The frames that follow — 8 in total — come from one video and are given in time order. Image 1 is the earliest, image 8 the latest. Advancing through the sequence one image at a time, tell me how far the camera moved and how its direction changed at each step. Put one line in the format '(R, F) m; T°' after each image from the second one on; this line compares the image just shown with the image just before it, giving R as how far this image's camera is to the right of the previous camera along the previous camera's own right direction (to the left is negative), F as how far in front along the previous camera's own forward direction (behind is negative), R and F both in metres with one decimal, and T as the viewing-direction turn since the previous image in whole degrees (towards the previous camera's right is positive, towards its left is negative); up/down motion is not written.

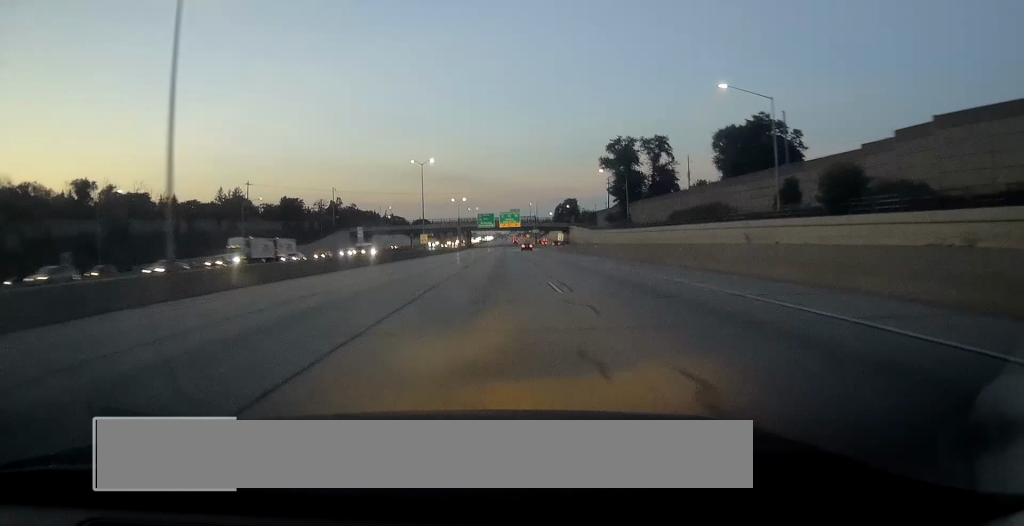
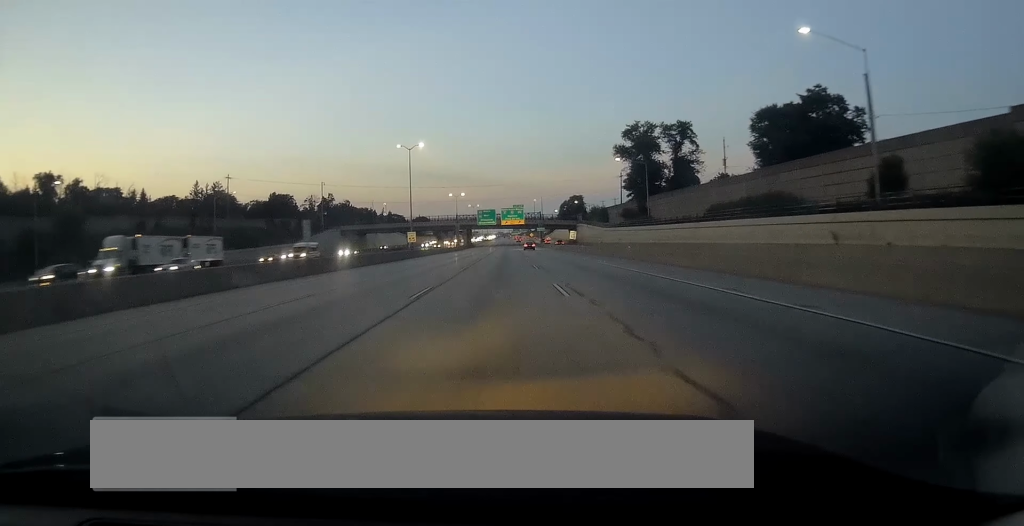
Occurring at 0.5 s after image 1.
(+0.3, +16.2) m; 0°
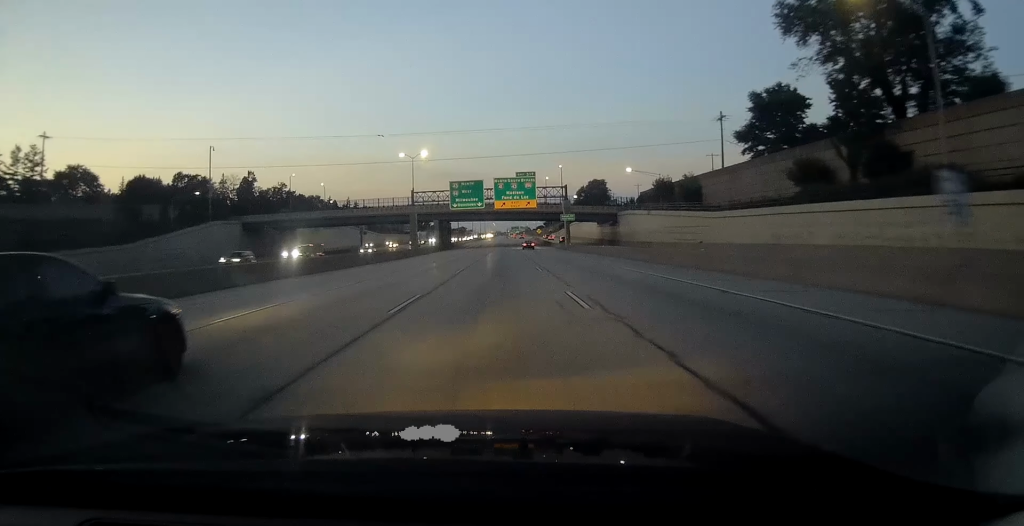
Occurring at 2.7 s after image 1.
(-1.2, +78.6) m; 0°
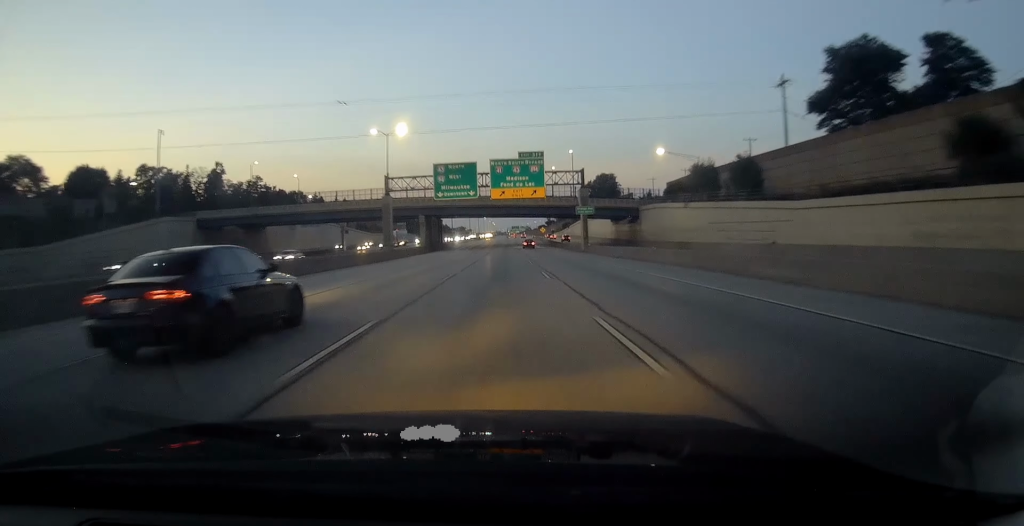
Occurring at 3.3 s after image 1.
(+0.4, +20.8) m; 0°
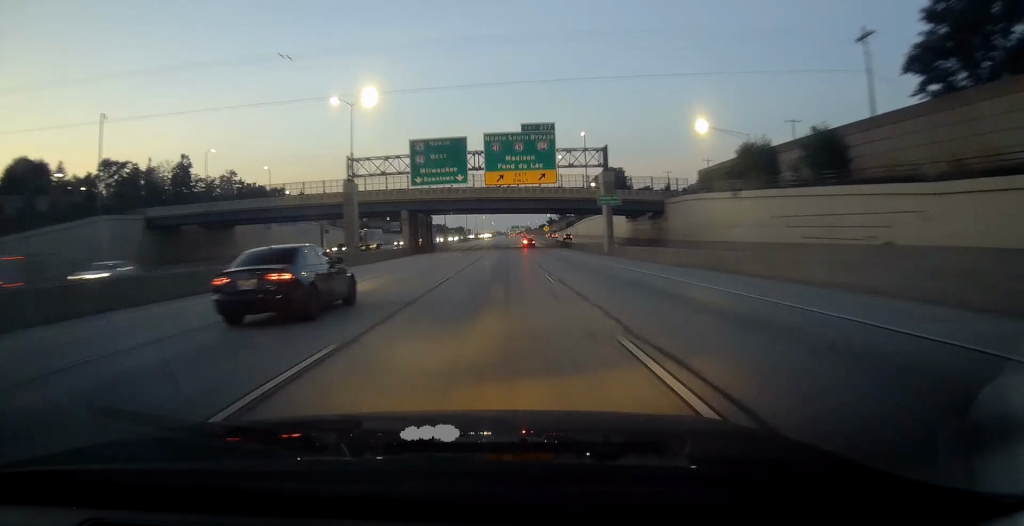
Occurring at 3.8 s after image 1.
(0.0, +17.3) m; 0°
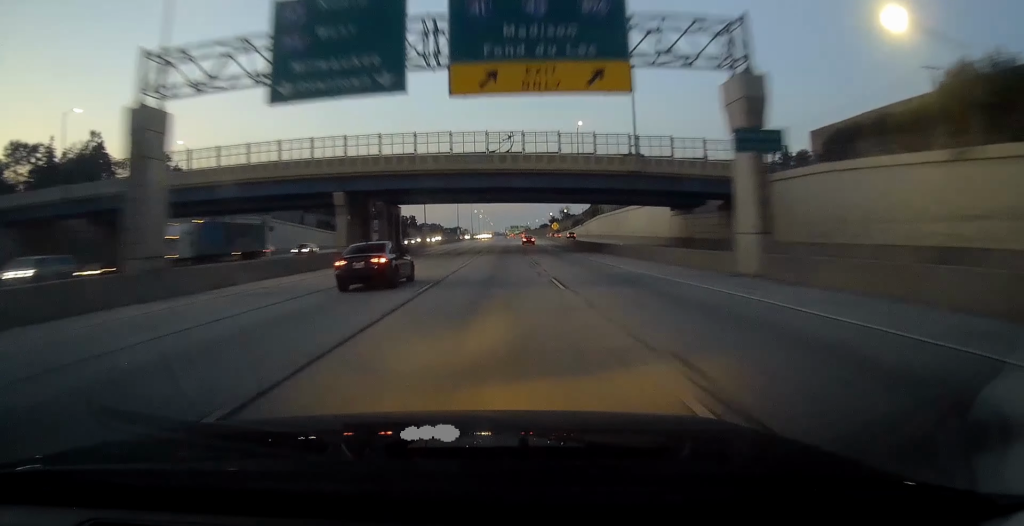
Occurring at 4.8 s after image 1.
(-0.3, +33.4) m; 0°
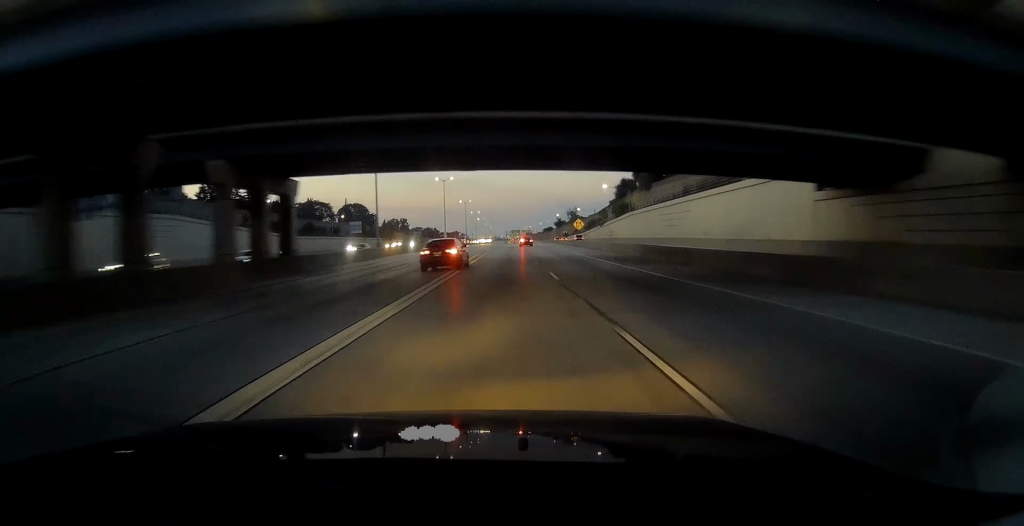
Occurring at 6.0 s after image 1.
(+0.7, +42.5) m; +1°
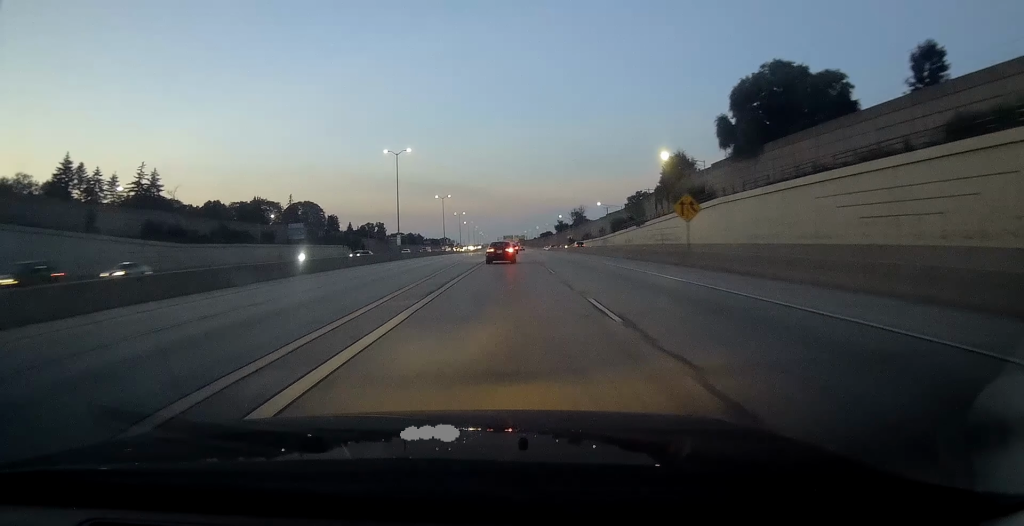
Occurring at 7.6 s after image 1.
(0.0, +55.0) m; 0°
